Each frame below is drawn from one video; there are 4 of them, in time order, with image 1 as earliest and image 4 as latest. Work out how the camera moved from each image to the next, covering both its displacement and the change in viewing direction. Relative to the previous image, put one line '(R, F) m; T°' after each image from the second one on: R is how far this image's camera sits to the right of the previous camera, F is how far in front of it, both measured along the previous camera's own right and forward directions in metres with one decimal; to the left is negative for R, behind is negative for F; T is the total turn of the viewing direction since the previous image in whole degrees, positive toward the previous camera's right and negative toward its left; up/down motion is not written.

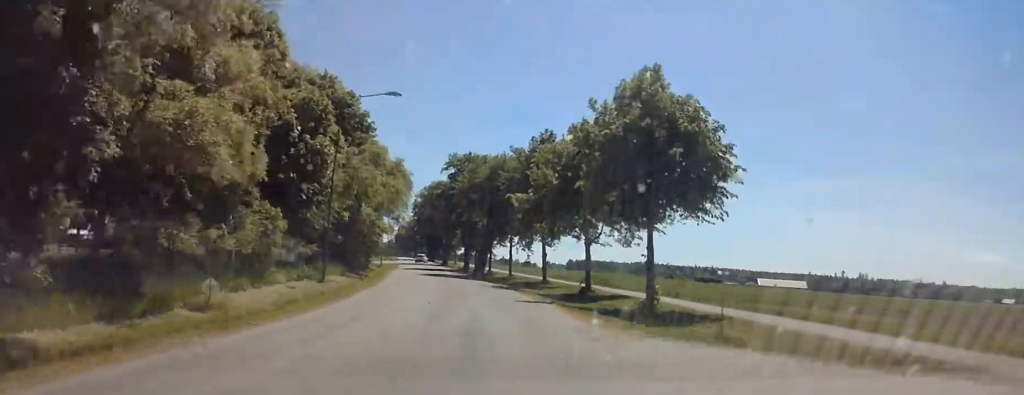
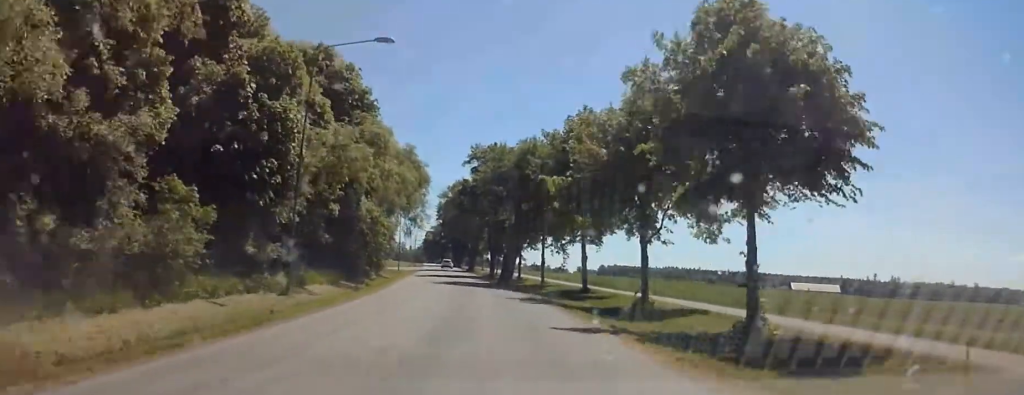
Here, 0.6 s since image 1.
(0.0, +9.6) m; -3°
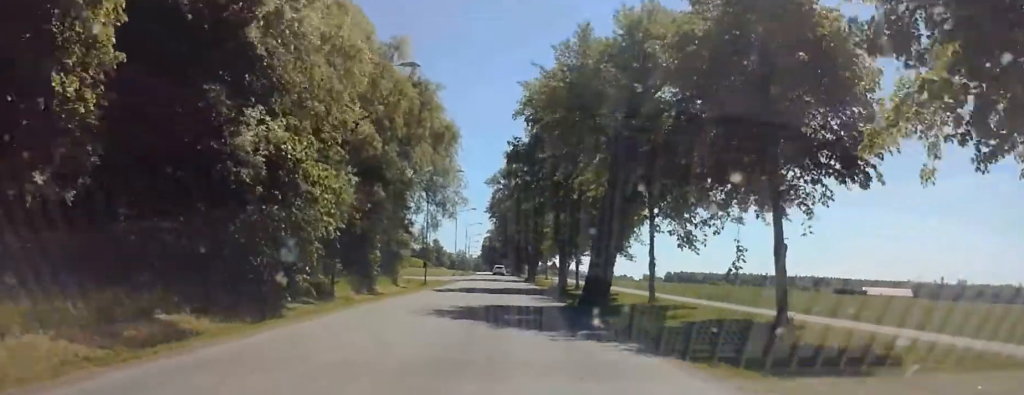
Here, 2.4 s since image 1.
(-2.6, +26.1) m; -10°
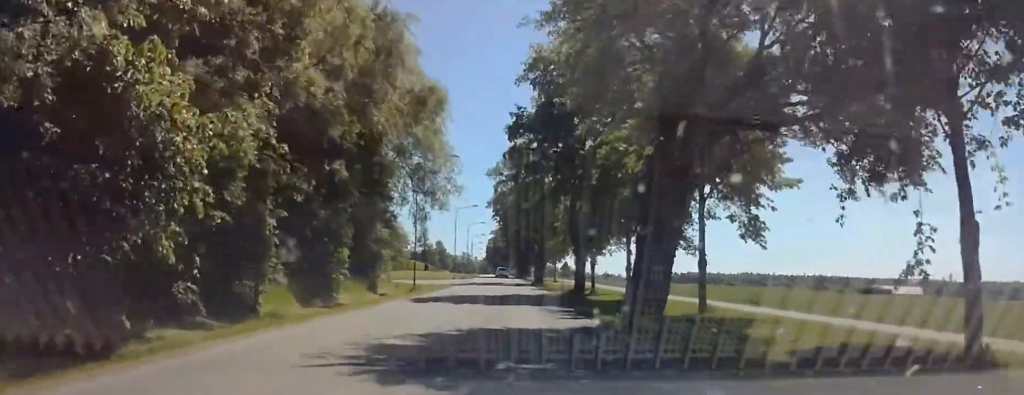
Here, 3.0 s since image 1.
(-0.1, +8.8) m; 0°
